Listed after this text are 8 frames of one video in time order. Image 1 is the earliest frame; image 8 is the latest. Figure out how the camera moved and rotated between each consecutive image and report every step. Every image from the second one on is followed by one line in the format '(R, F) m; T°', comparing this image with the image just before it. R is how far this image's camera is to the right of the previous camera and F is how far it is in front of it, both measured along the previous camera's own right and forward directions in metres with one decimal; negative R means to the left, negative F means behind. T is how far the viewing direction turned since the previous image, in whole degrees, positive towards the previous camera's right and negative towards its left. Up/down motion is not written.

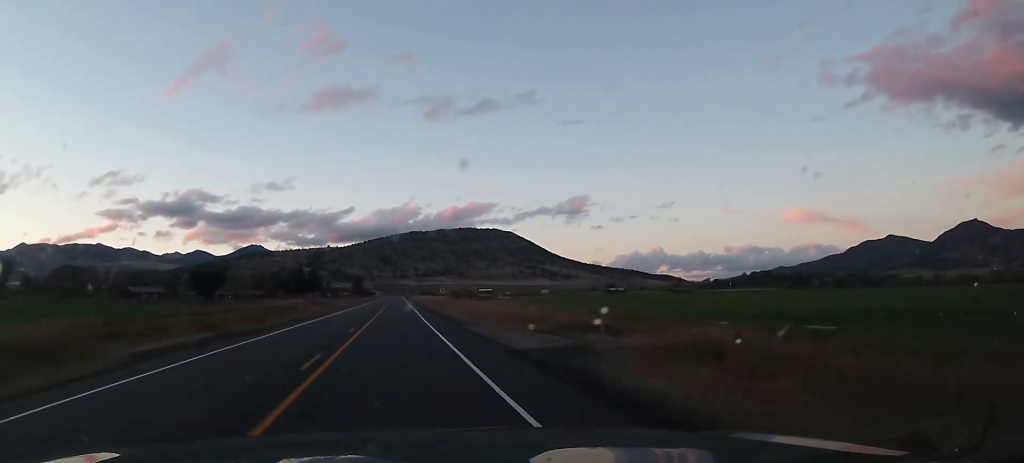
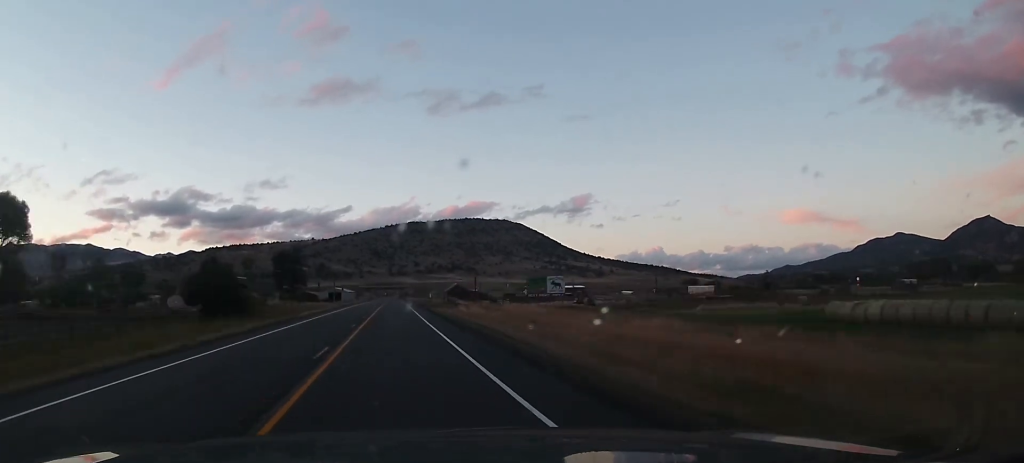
(-0.9, +244.7) m; -1°
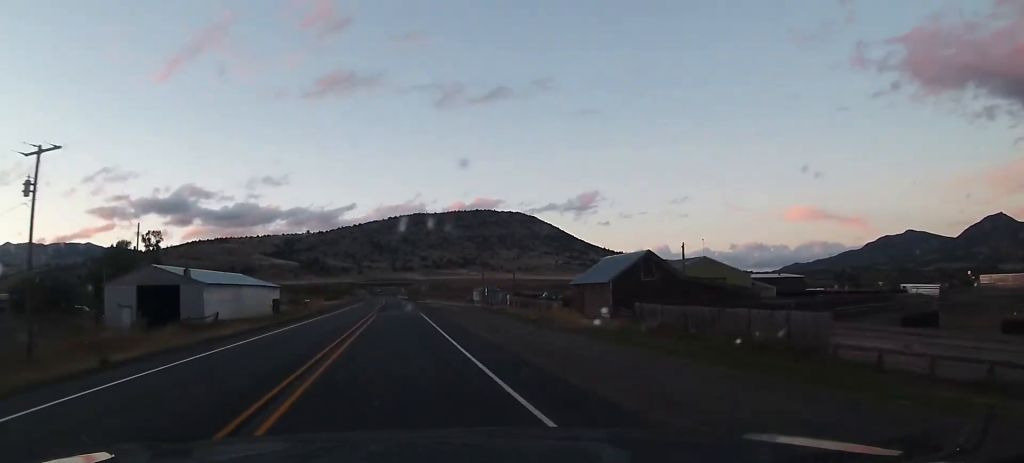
(-0.6, +125.9) m; 0°
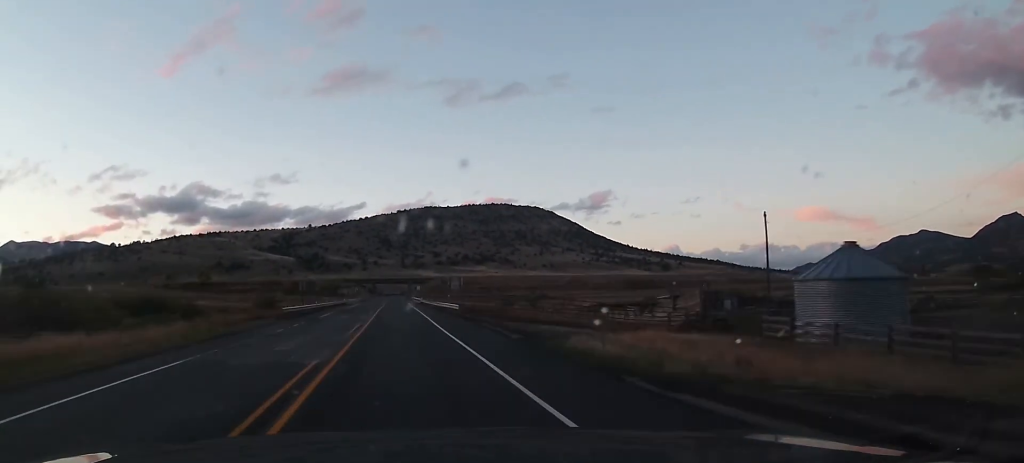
(-0.2, +83.5) m; 0°
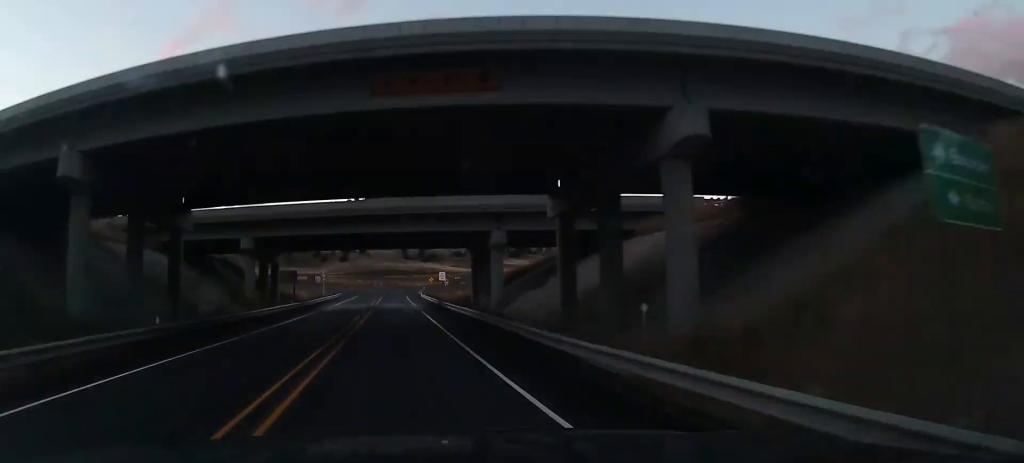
(-1.5, +214.3) m; -14°
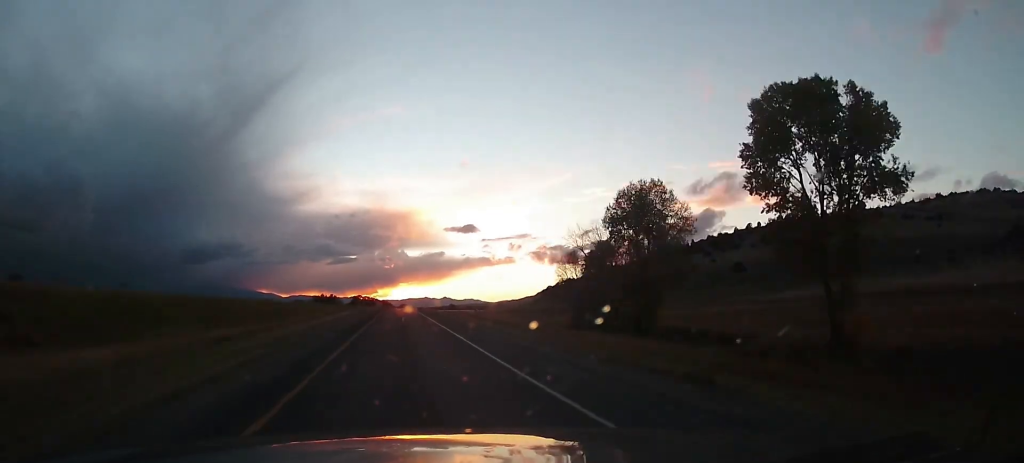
(-171.9, +108.4) m; -66°
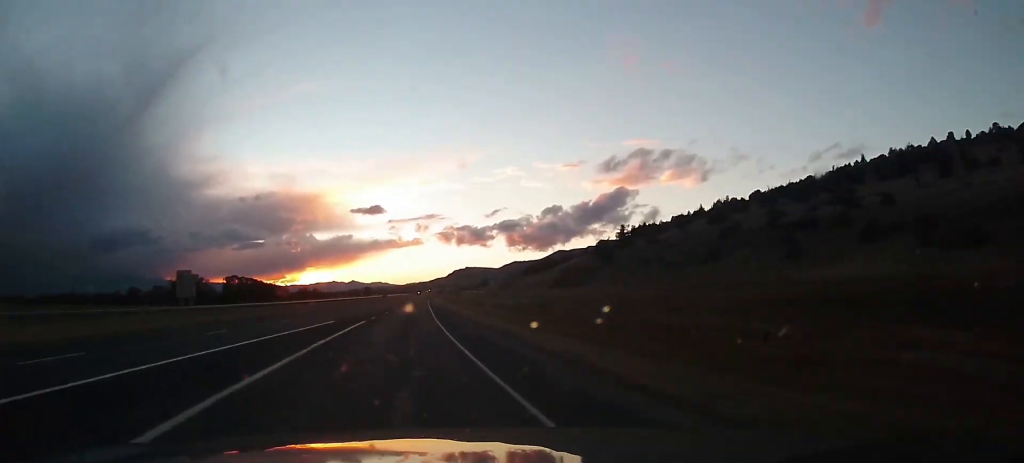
(+17.8, +256.6) m; +7°
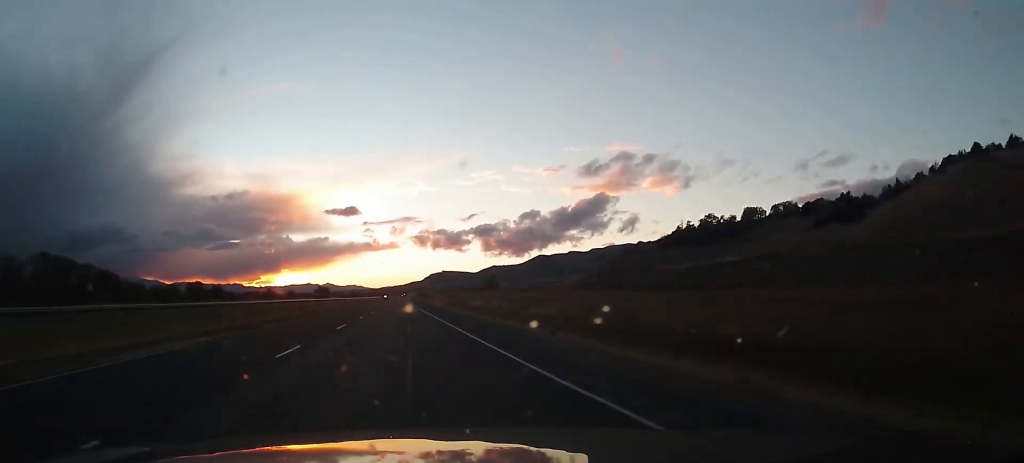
(+8.7, +230.6) m; +3°
